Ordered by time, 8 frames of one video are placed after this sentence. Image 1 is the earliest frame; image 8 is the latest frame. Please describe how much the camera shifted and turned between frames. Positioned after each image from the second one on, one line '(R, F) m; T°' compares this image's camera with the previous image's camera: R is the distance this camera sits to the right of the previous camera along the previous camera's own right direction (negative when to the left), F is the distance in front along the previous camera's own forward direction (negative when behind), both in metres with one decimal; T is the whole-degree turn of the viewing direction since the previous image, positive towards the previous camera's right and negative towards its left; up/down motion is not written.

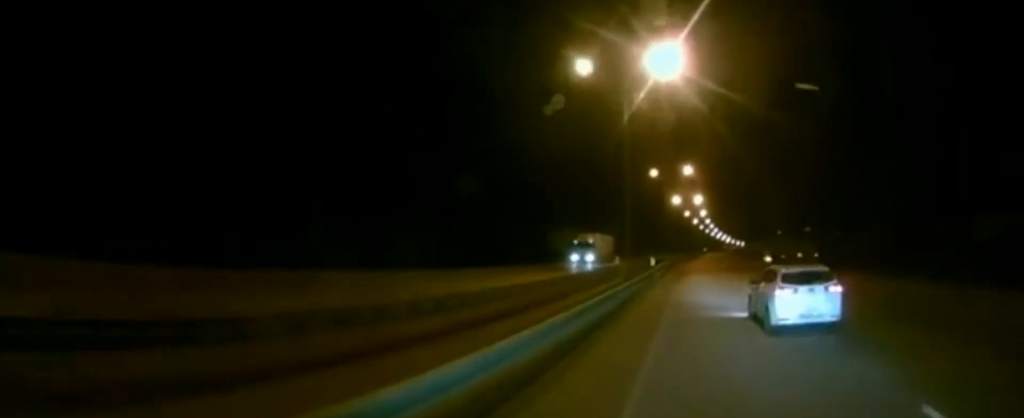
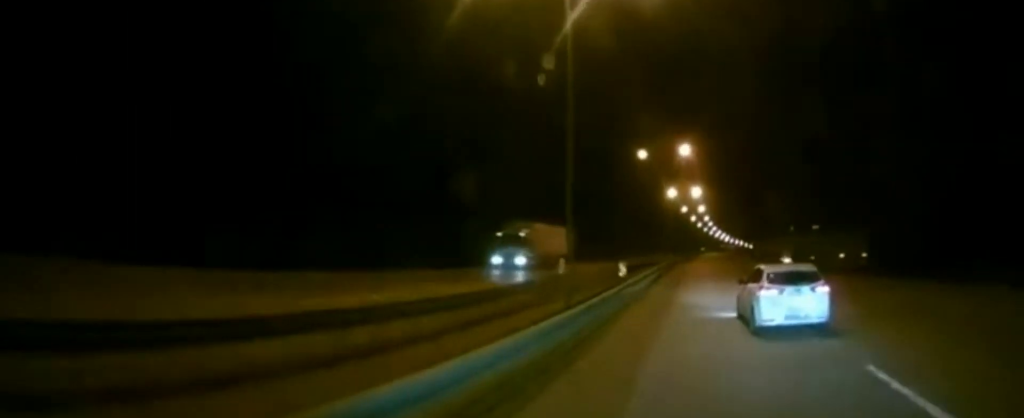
(0.0, +14.4) m; 0°
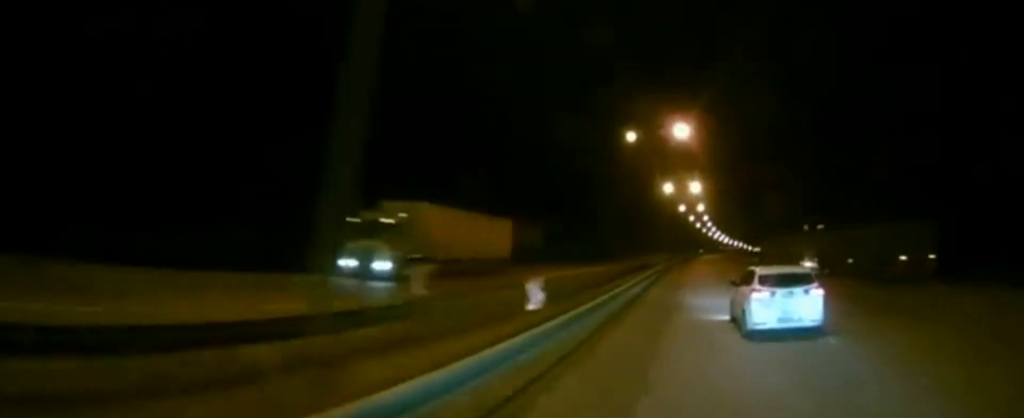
(0.0, +10.2) m; 0°
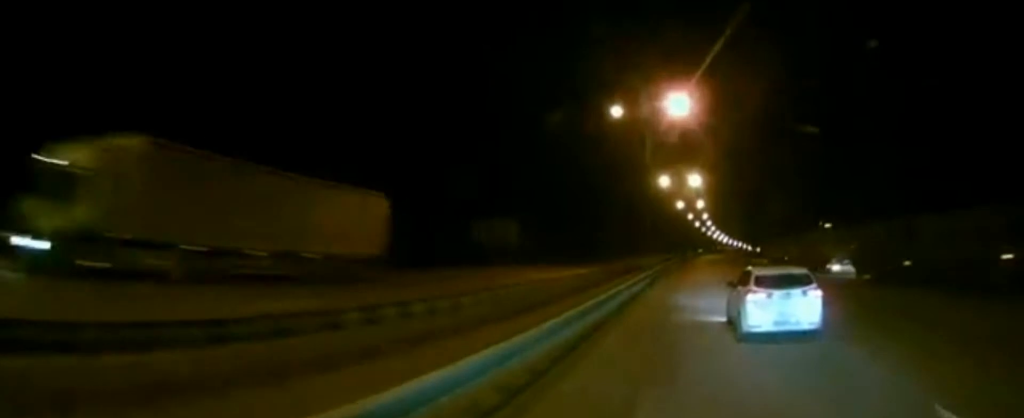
(0.0, +8.5) m; 0°
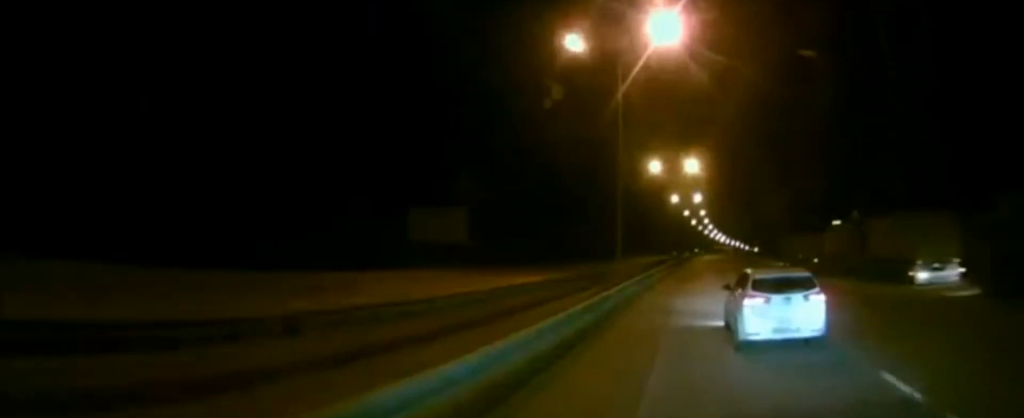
(+0.1, +13.6) m; 0°
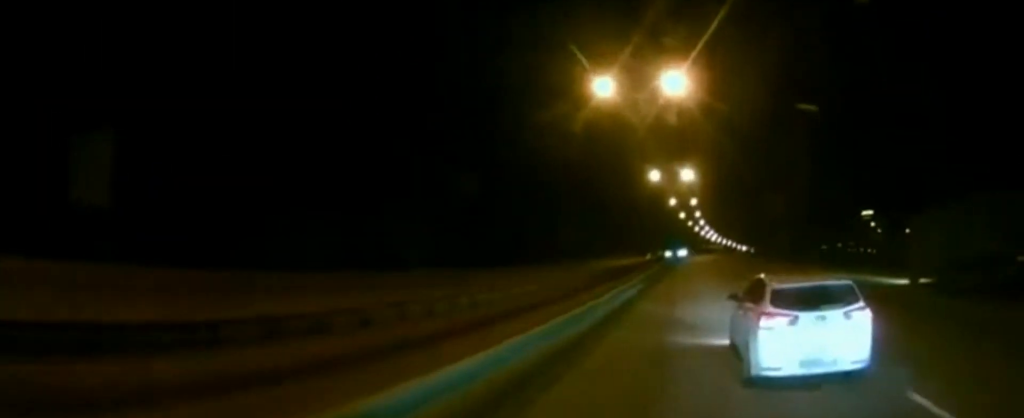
(+0.3, +32.1) m; +1°
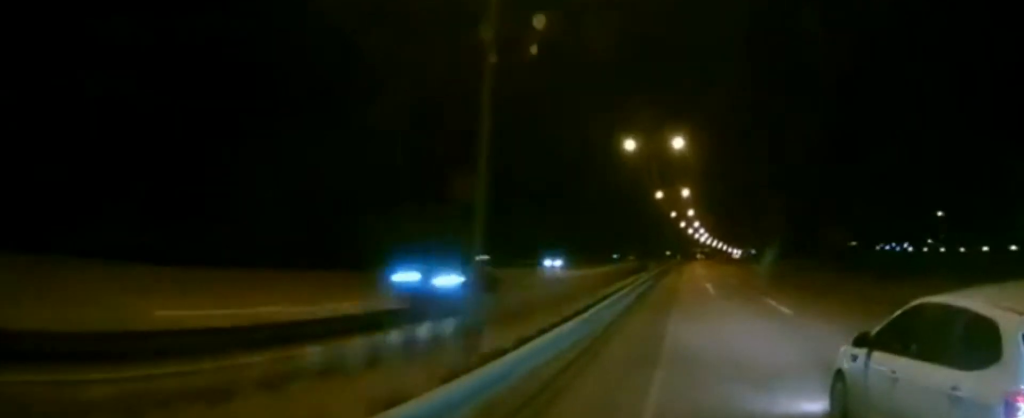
(+0.7, +66.2) m; +2°
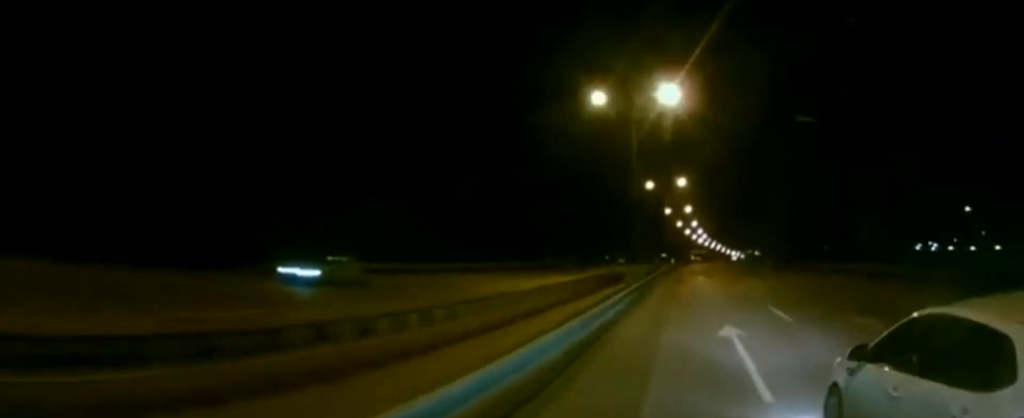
(+0.1, +15.7) m; +1°
